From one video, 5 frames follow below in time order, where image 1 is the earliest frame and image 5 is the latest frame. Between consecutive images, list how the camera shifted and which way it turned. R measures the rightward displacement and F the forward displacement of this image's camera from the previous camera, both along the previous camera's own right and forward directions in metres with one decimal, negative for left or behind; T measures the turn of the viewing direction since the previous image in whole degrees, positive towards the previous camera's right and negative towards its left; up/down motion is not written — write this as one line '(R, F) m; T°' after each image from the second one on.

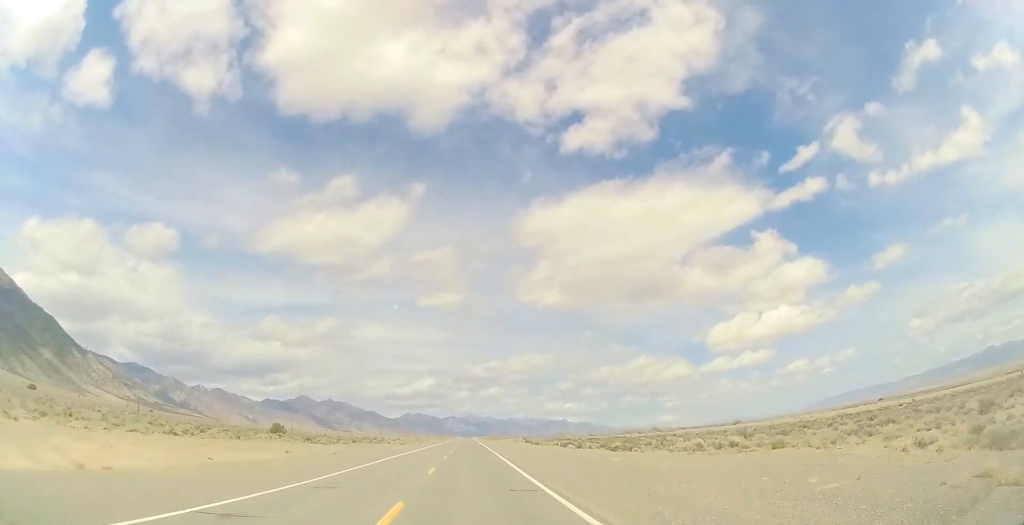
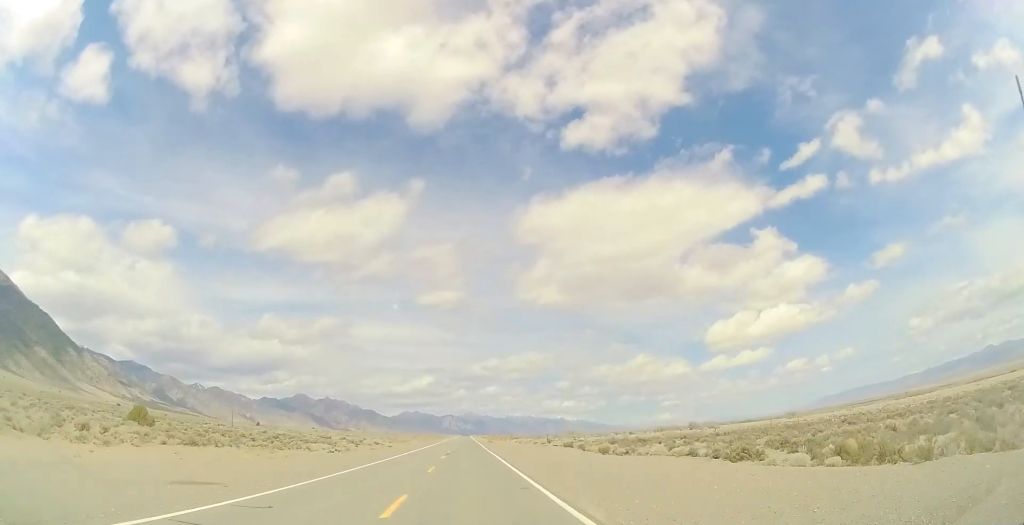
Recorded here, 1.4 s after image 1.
(0.0, +46.9) m; 0°
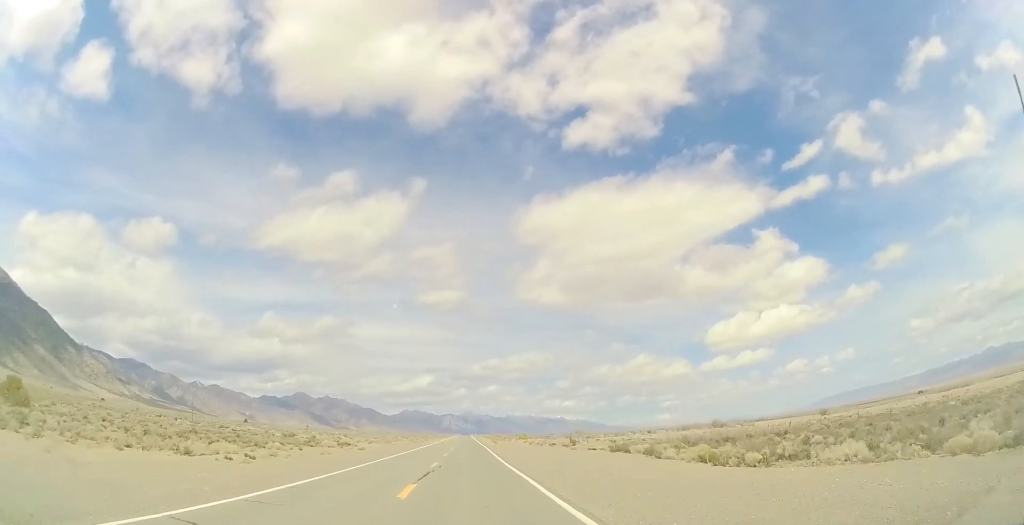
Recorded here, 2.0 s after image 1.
(0.0, +21.7) m; 0°
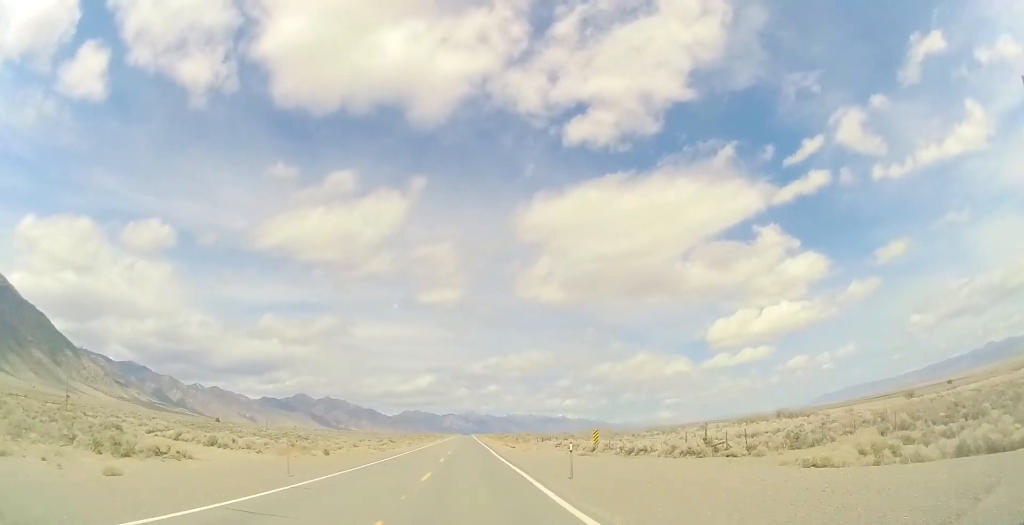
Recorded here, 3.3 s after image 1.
(0.0, +43.4) m; 0°
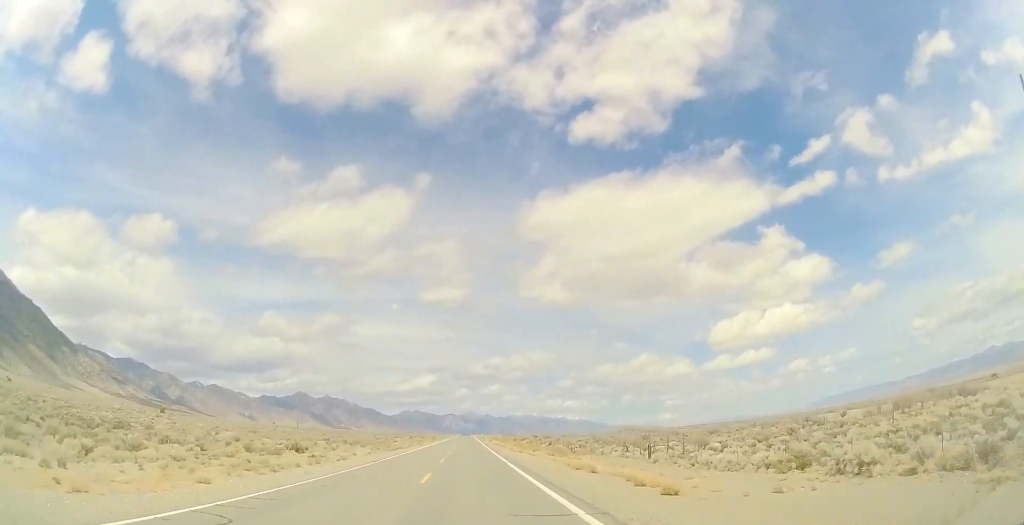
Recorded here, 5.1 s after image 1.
(0.0, +61.6) m; 0°
